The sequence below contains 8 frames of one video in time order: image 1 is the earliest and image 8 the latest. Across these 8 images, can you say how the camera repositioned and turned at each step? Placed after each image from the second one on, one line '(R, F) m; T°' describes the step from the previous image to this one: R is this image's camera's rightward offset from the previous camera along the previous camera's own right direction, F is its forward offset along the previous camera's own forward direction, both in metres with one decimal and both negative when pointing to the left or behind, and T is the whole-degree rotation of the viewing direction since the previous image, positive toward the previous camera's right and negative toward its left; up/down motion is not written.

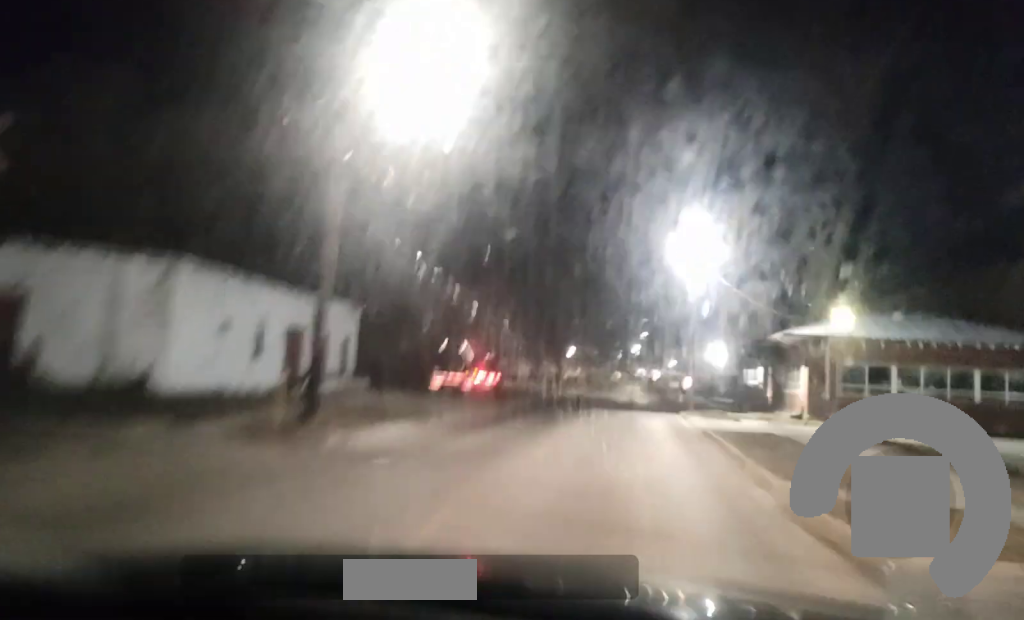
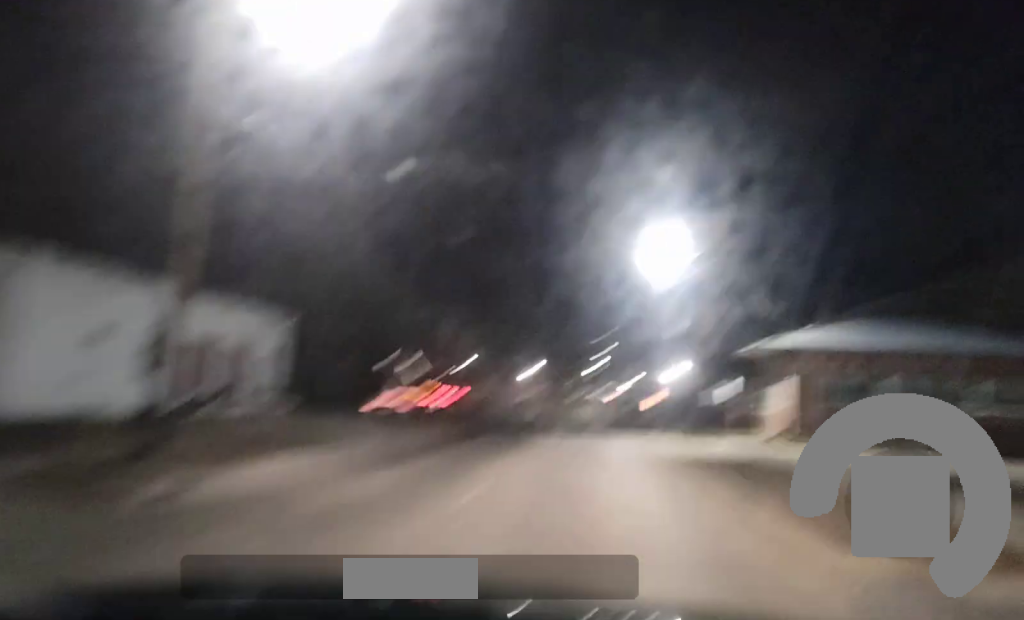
(-0.1, +6.3) m; 0°
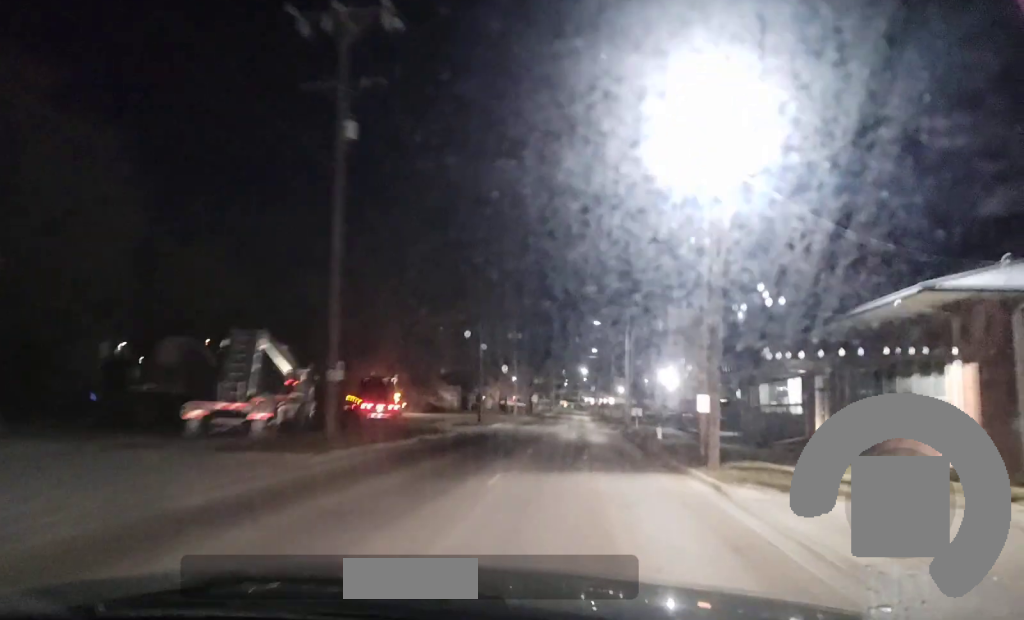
(+0.4, +20.9) m; +1°
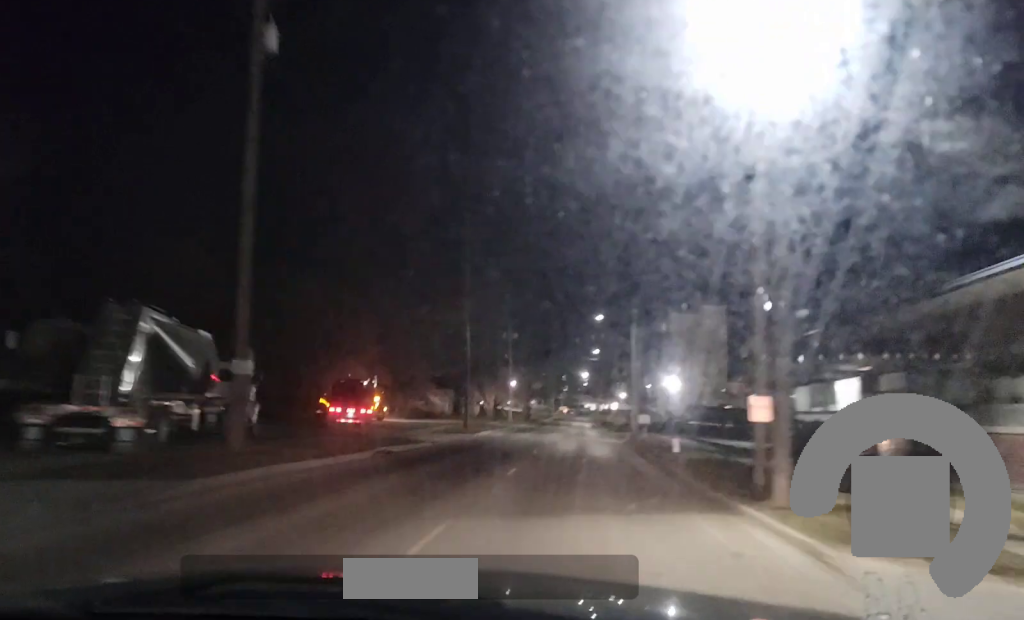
(0.0, +6.8) m; 0°
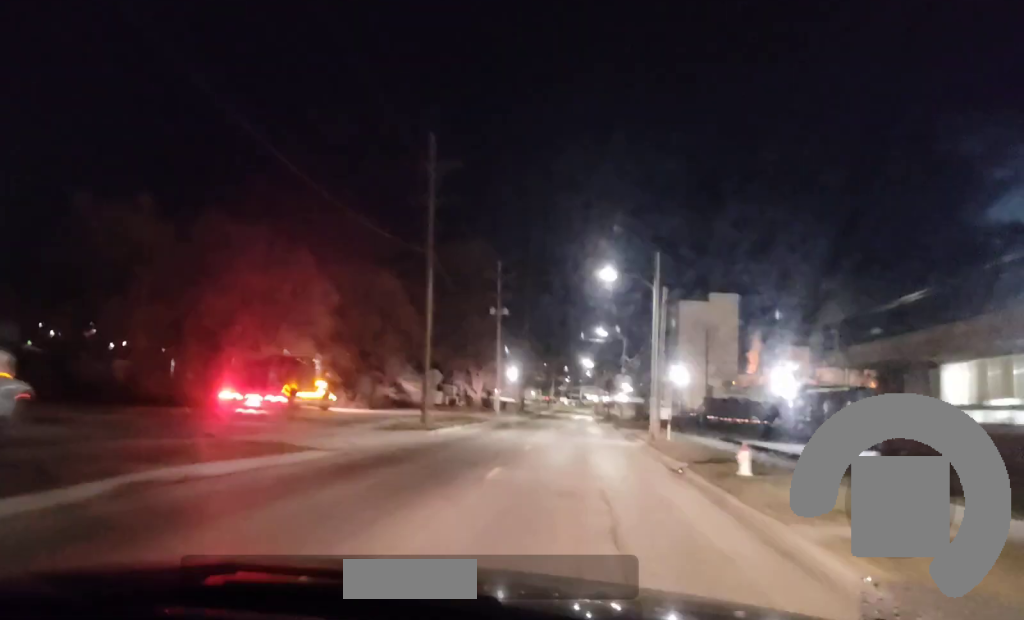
(-0.1, +15.9) m; 0°
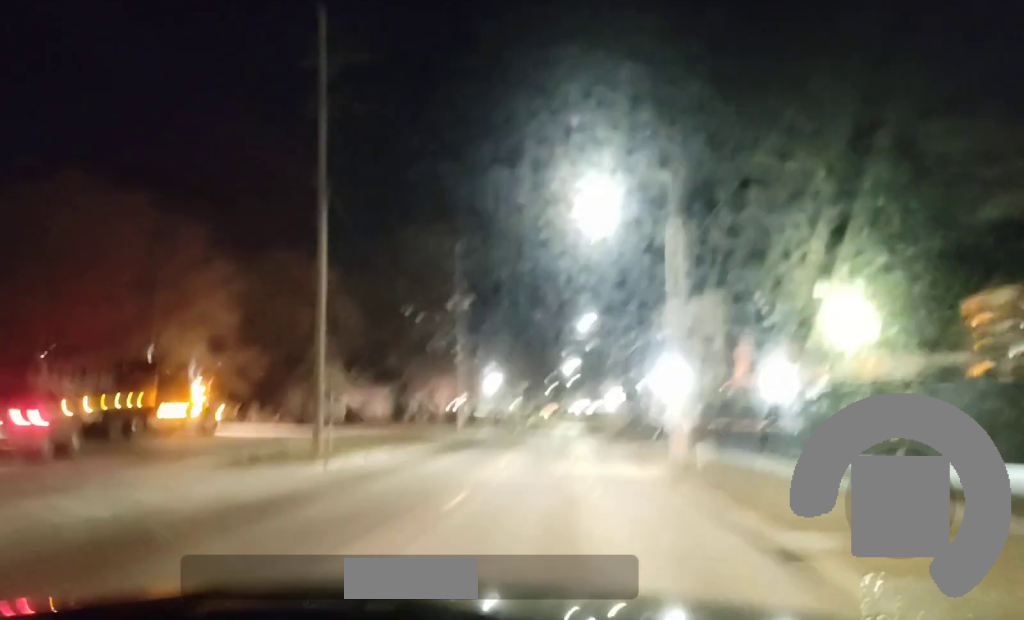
(+0.1, +15.4) m; 0°
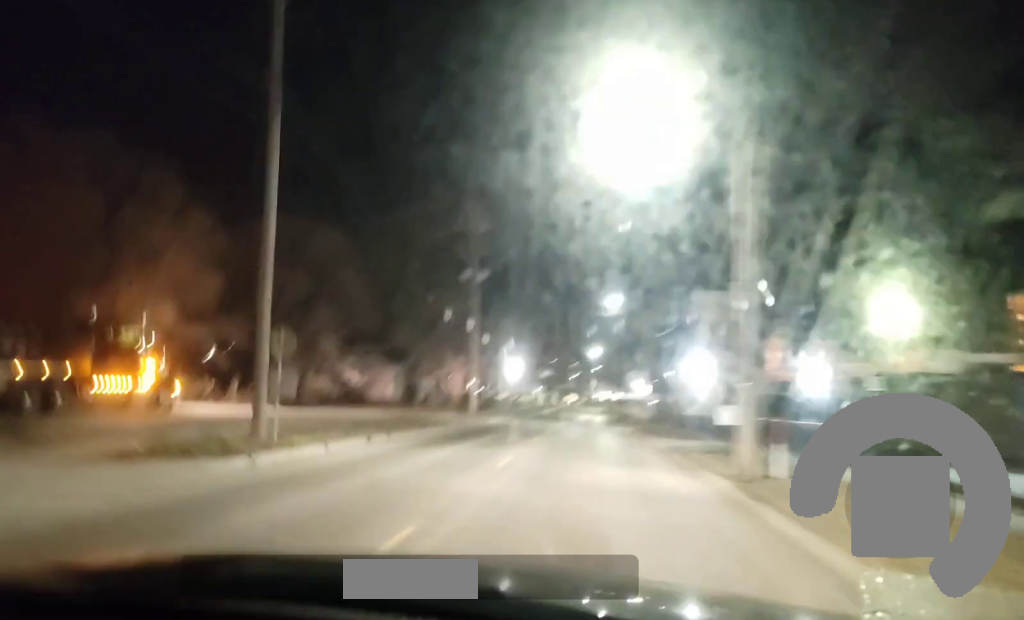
(0.0, +7.0) m; 0°
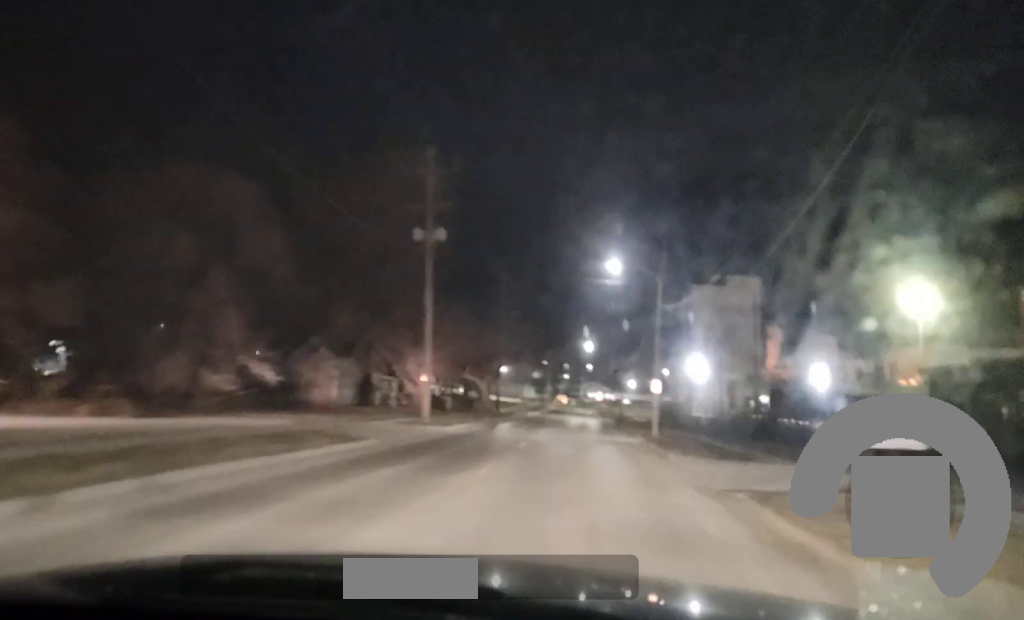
(-0.1, +15.4) m; -1°
